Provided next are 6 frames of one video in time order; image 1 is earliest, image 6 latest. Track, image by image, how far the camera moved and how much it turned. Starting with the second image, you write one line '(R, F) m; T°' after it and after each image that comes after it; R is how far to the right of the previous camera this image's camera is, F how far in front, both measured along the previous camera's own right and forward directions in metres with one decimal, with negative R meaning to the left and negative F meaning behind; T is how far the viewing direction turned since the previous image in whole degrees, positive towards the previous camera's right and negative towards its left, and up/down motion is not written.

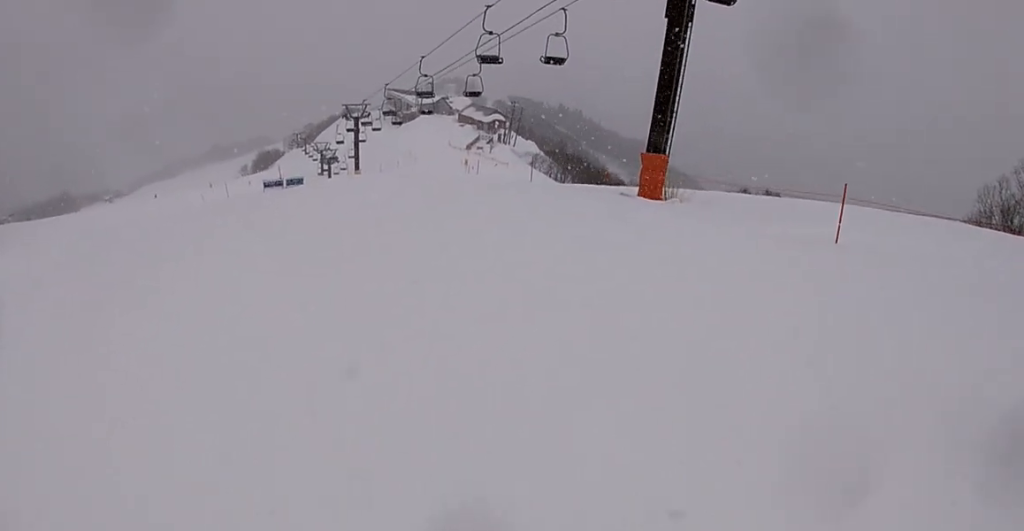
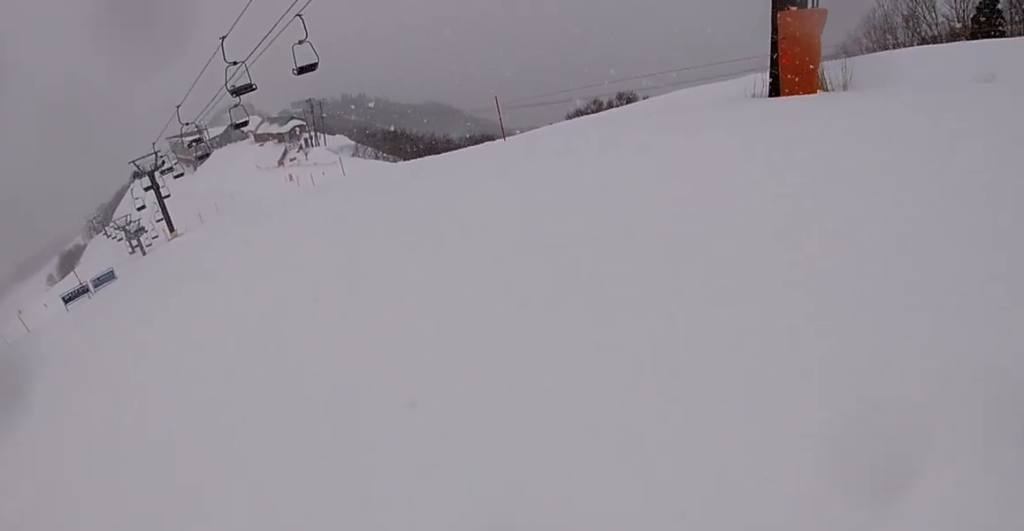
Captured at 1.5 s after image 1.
(+1.2, +12.5) m; +11°
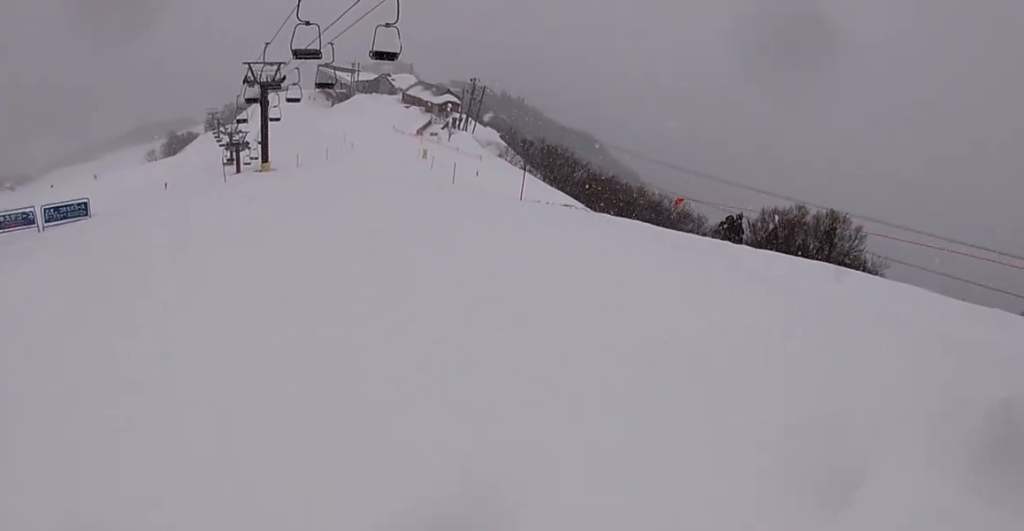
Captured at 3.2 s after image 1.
(+0.7, +15.8) m; +3°
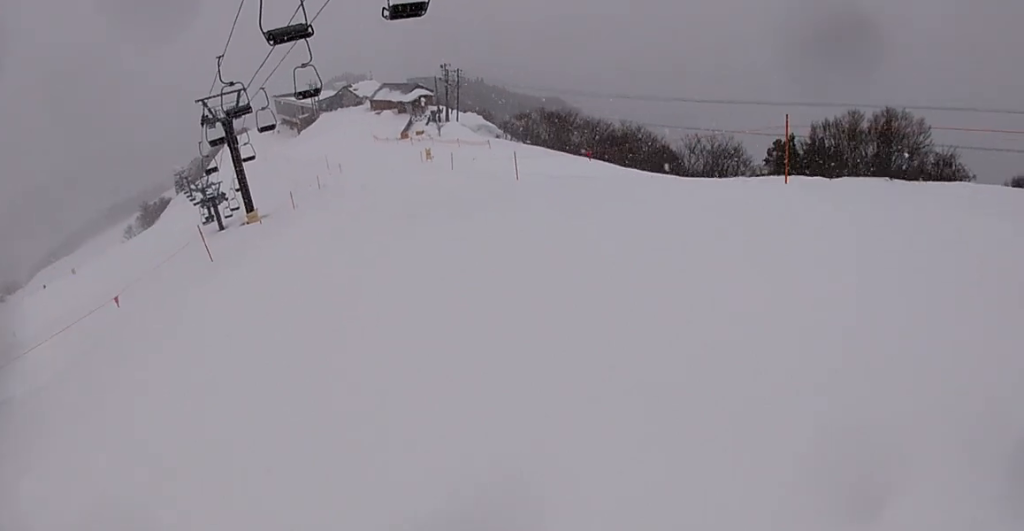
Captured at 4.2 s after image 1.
(0.0, +10.3) m; +1°
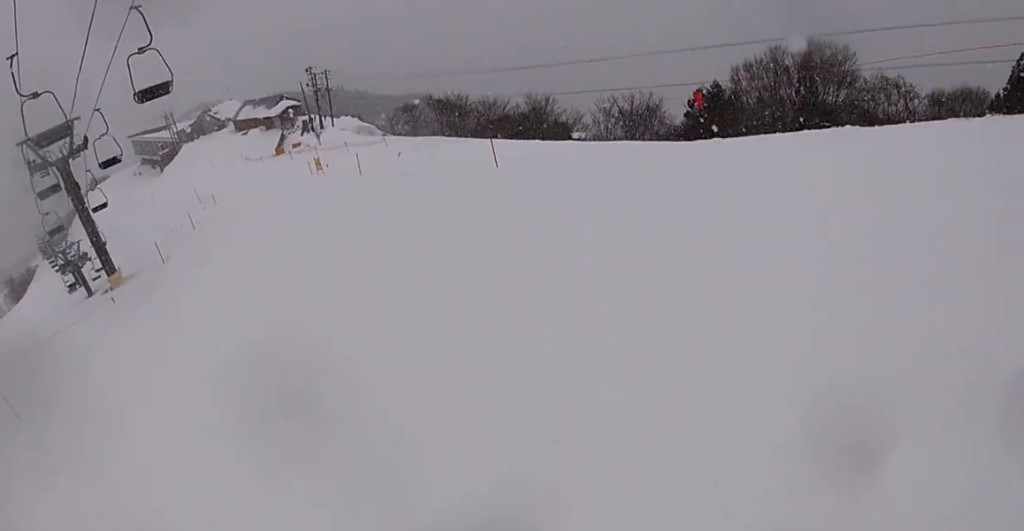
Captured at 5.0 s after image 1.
(+0.1, +8.9) m; +2°
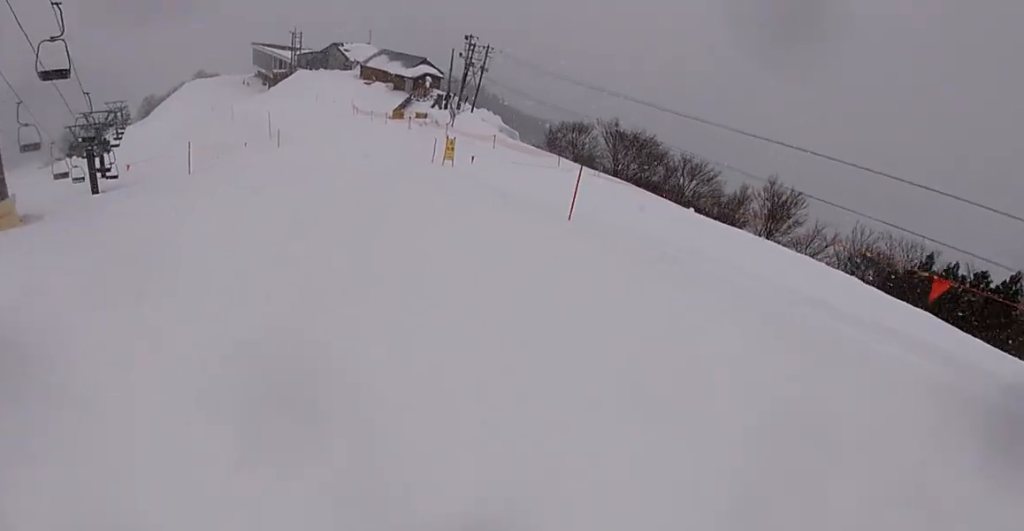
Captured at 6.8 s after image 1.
(0.0, +20.3) m; 0°
